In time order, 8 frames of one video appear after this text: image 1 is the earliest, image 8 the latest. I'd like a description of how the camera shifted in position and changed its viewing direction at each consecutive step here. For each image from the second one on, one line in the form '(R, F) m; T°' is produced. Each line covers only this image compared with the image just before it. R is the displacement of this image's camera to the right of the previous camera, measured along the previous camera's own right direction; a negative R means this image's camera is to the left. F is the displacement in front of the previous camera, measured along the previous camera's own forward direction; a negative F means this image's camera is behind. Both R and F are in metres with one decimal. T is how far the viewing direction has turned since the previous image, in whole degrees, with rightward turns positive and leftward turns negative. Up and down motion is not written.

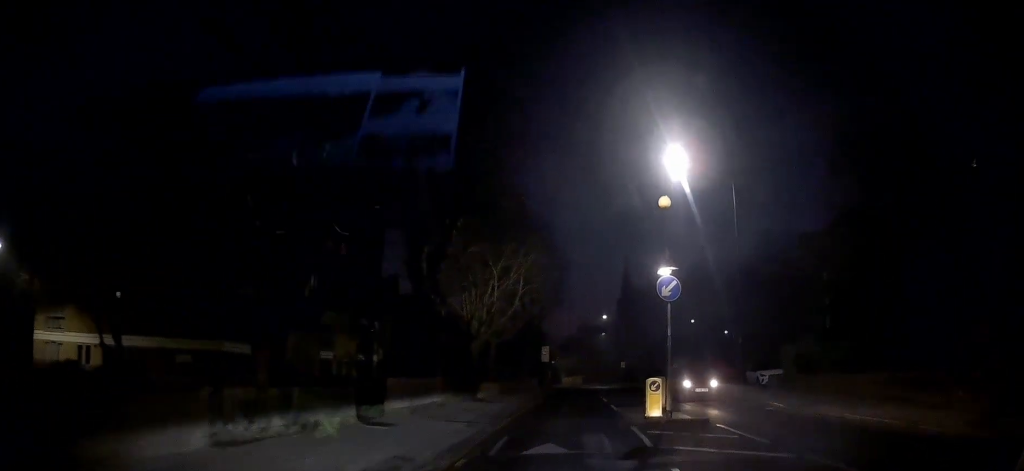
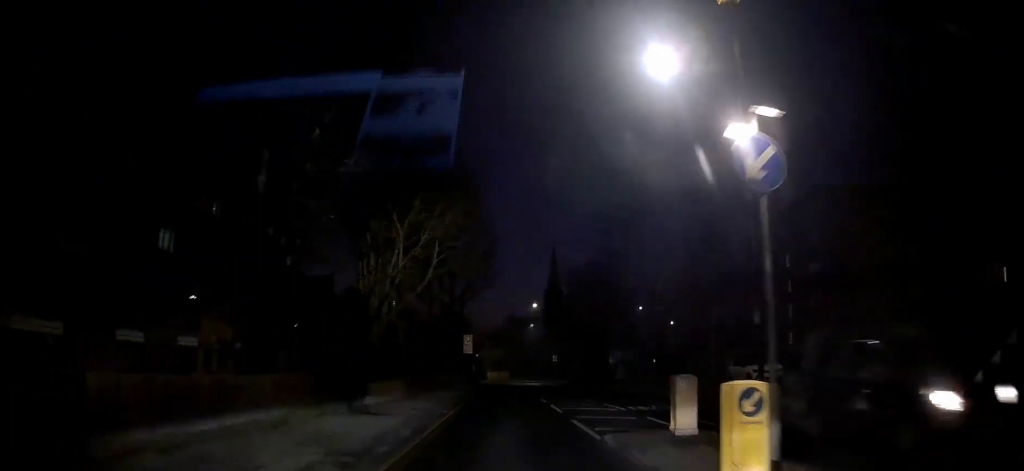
(+0.5, +9.2) m; +4°
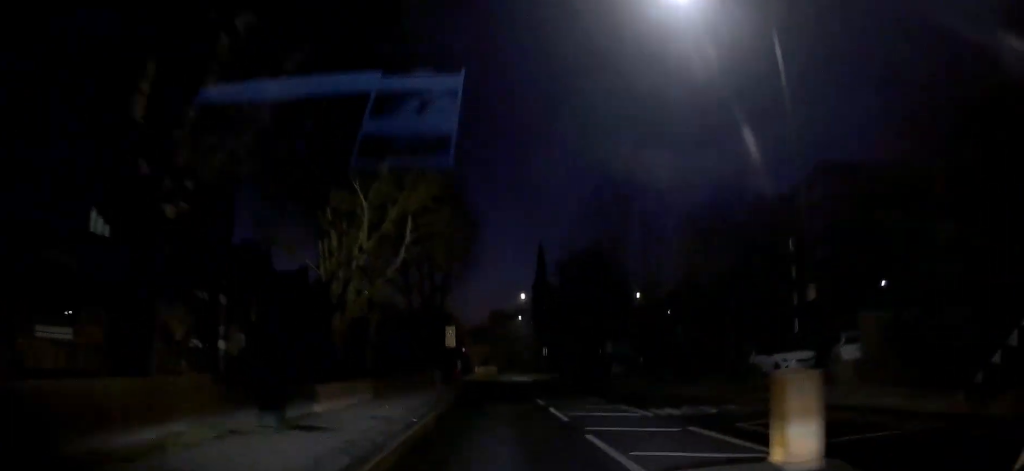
(0.0, +4.3) m; 0°
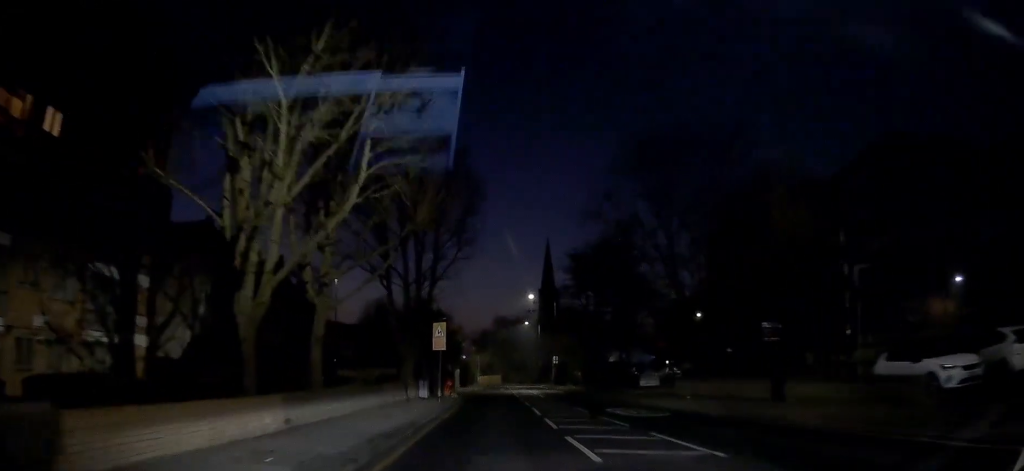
(0.0, +9.4) m; 0°
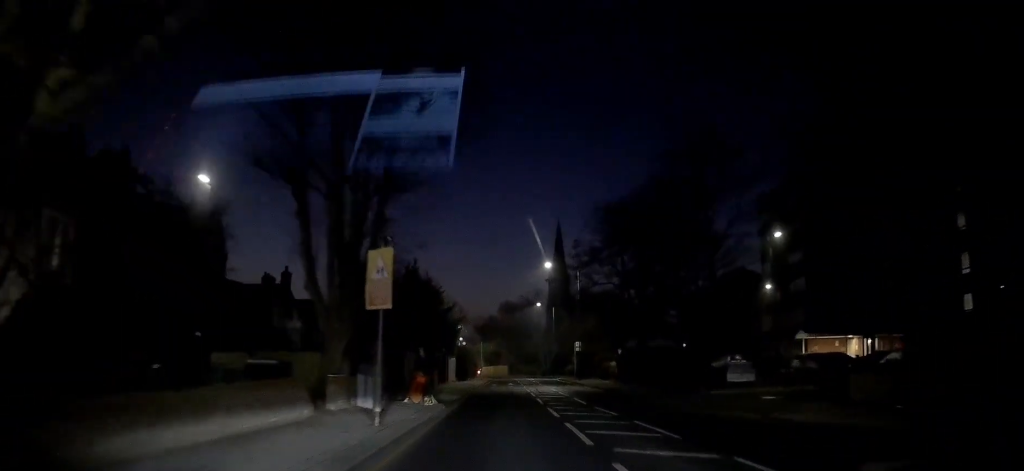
(-0.2, +15.4) m; -1°
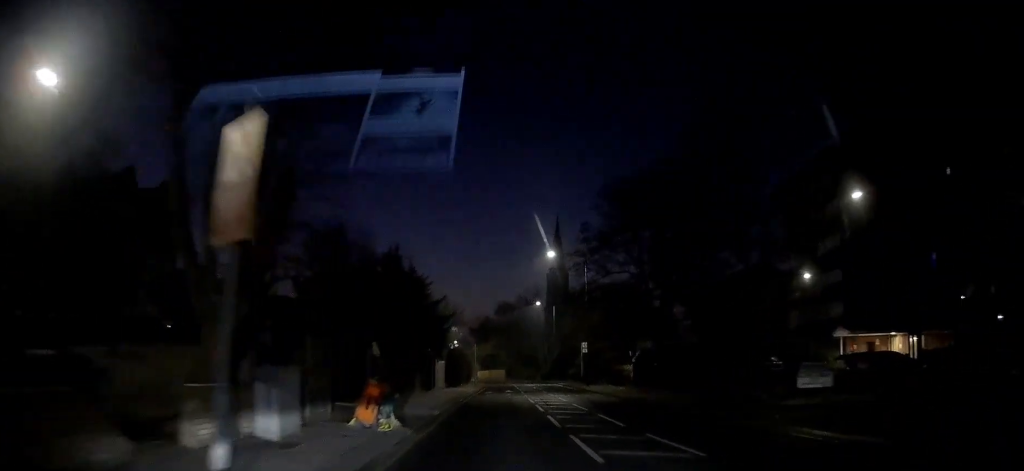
(0.0, +7.2) m; 0°
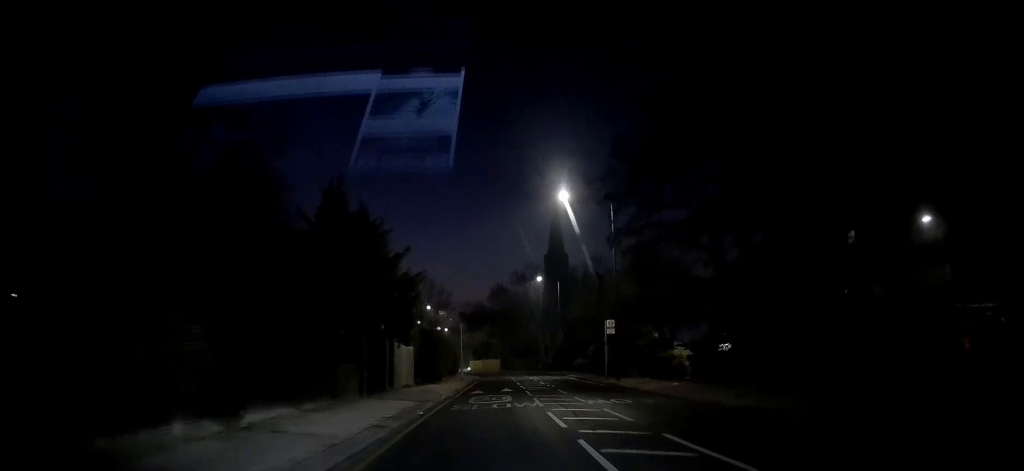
(+0.1, +14.2) m; +3°
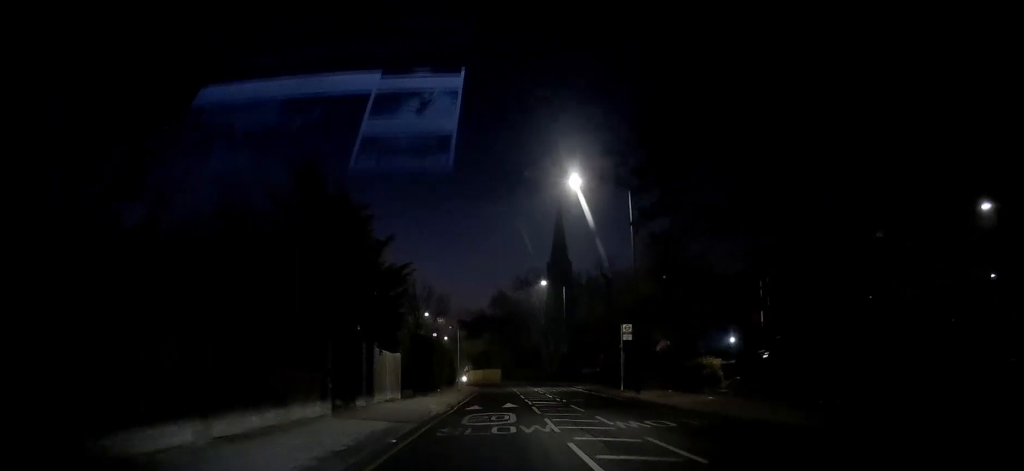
(+0.2, +4.6) m; 0°
